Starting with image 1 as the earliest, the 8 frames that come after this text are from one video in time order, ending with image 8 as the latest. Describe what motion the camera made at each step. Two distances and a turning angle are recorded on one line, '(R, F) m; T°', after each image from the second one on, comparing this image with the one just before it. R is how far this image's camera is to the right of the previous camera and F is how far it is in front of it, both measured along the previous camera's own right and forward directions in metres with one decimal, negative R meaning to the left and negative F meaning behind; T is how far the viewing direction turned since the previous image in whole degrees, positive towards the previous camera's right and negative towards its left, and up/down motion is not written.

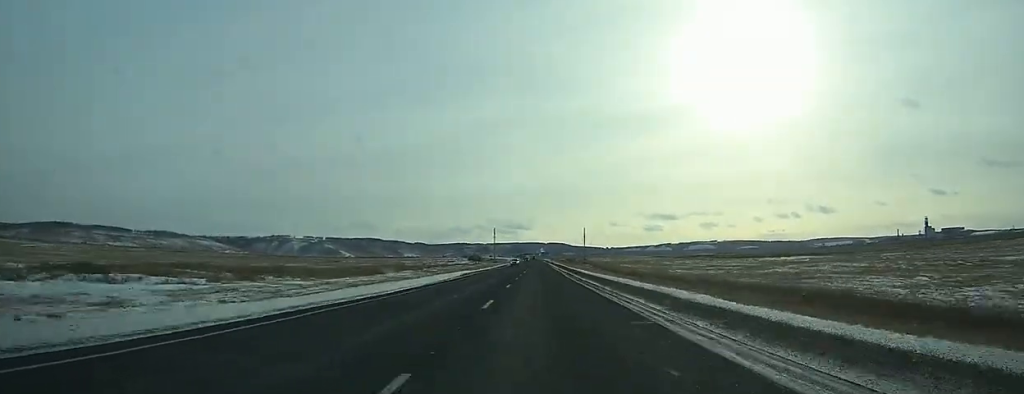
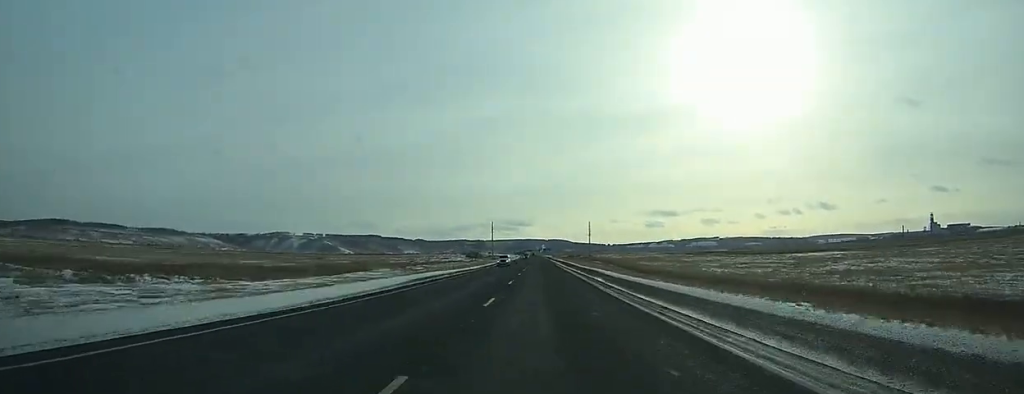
(0.0, +25.5) m; 0°
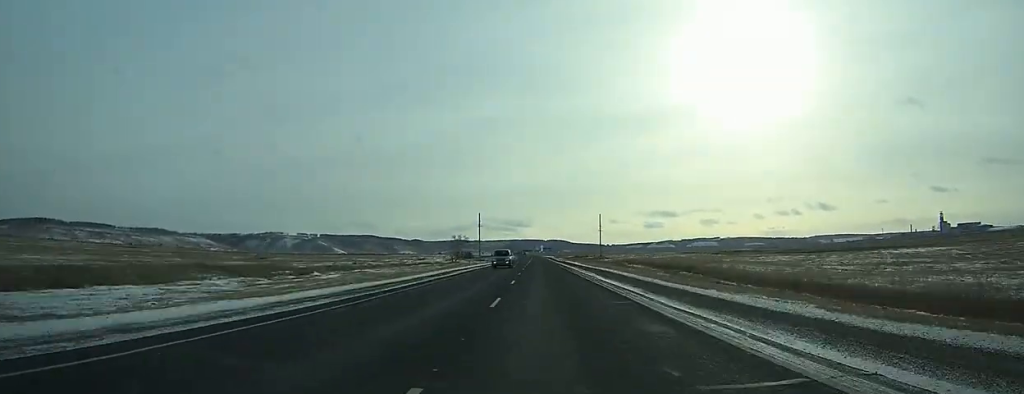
(0.0, +64.5) m; 0°
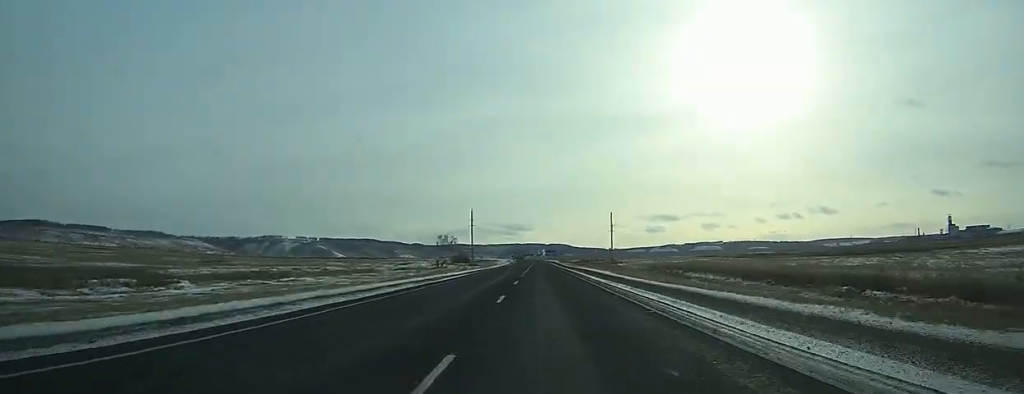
(0.0, +36.9) m; 0°
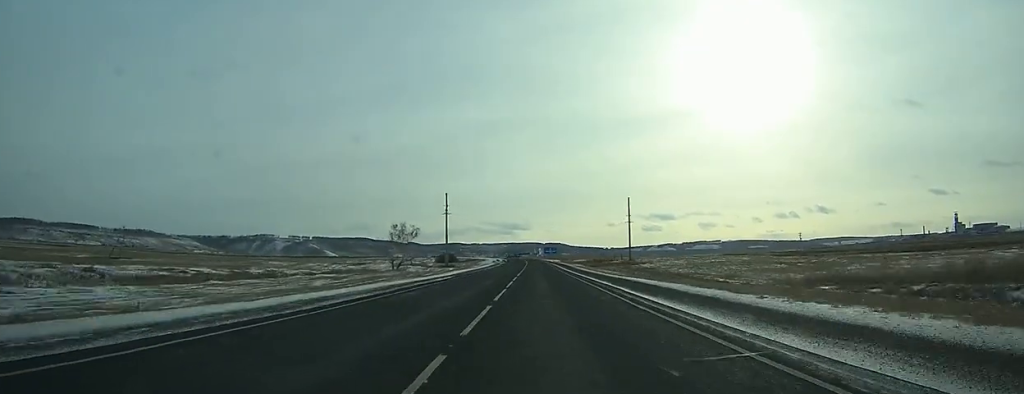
(0.0, +51.8) m; 0°
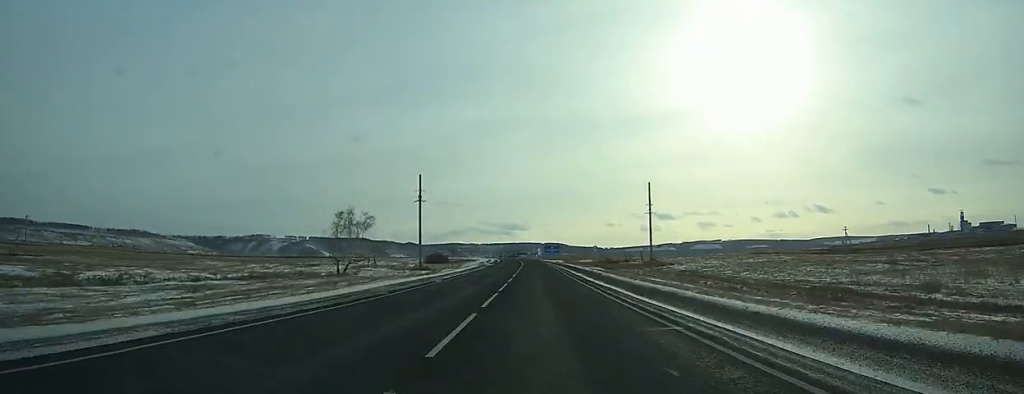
(+0.1, +34.0) m; 0°
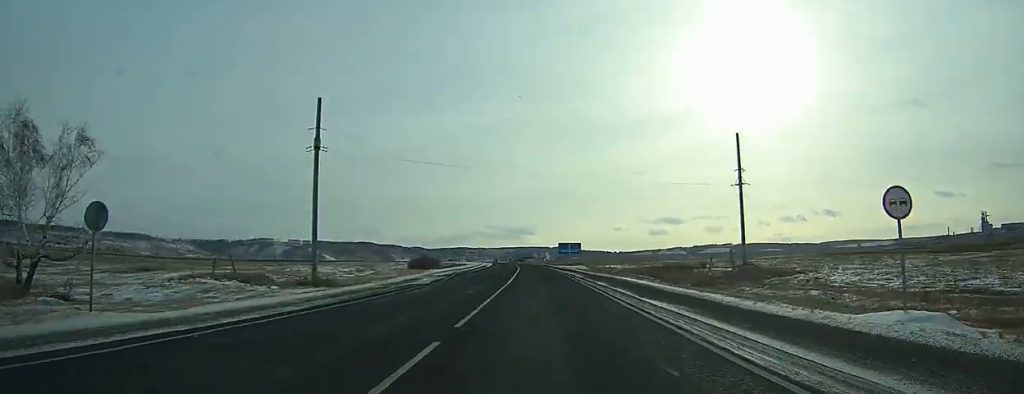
(0.0, +57.9) m; 0°
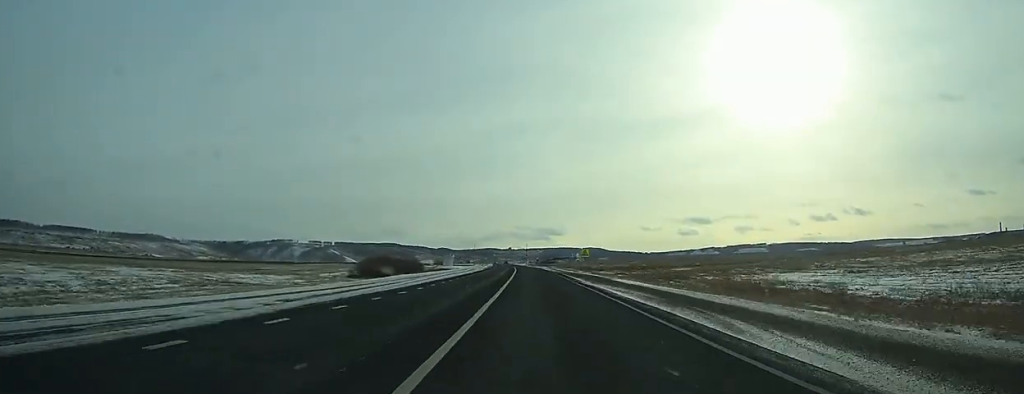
(-1.5, +105.9) m; -2°
